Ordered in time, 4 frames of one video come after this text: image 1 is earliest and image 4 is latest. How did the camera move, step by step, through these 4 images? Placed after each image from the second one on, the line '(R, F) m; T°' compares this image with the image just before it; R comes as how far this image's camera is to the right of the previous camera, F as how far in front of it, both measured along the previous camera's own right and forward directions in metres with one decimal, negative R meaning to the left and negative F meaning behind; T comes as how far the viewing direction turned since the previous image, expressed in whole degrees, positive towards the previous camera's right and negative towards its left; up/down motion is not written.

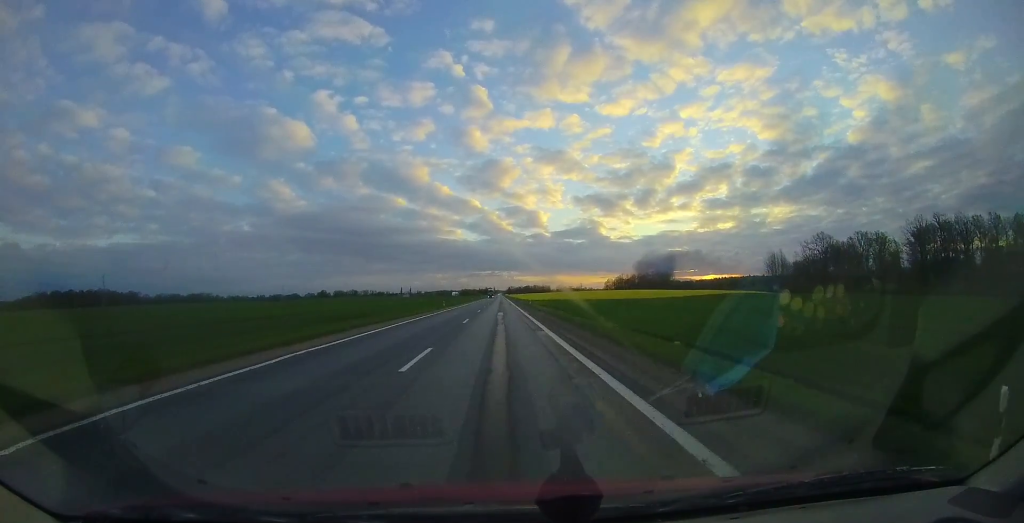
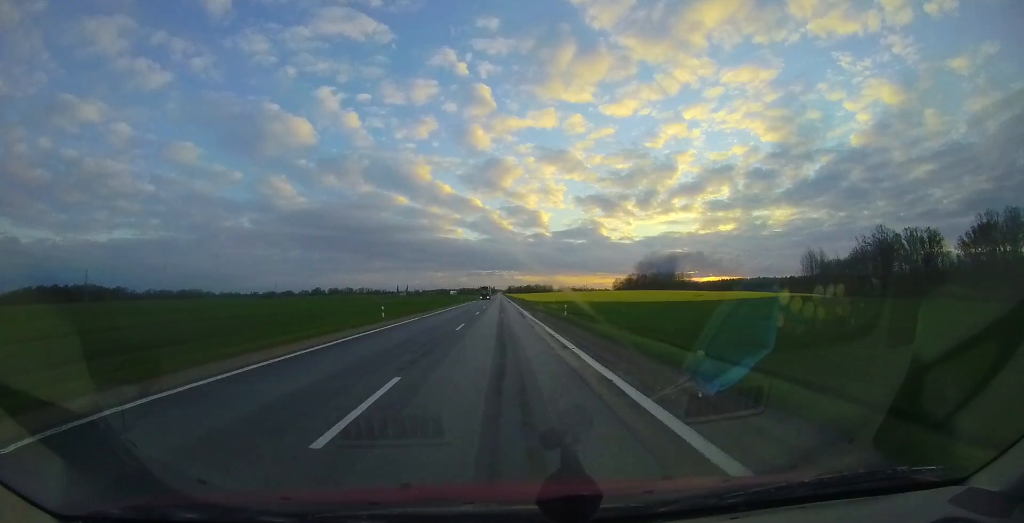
(0.0, +27.6) m; 0°
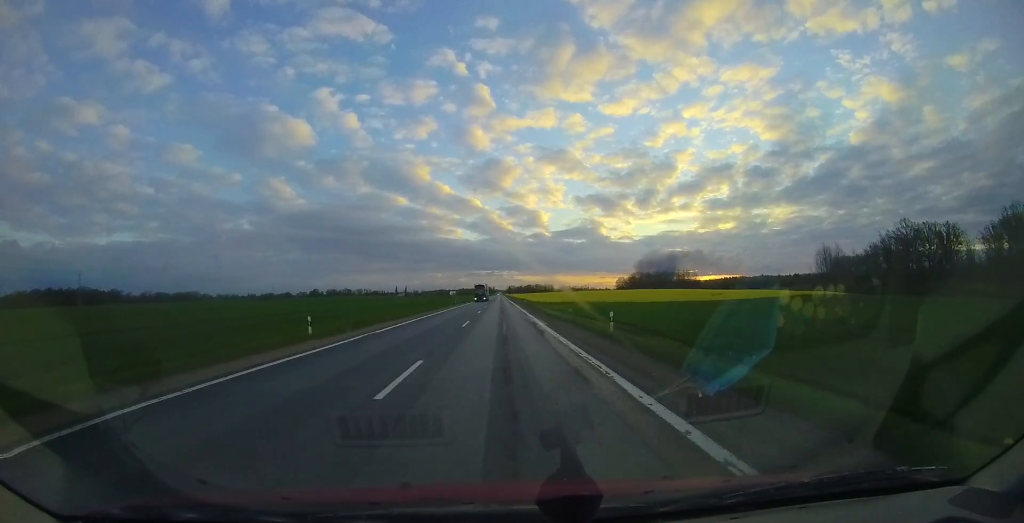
(0.0, +9.5) m; 0°
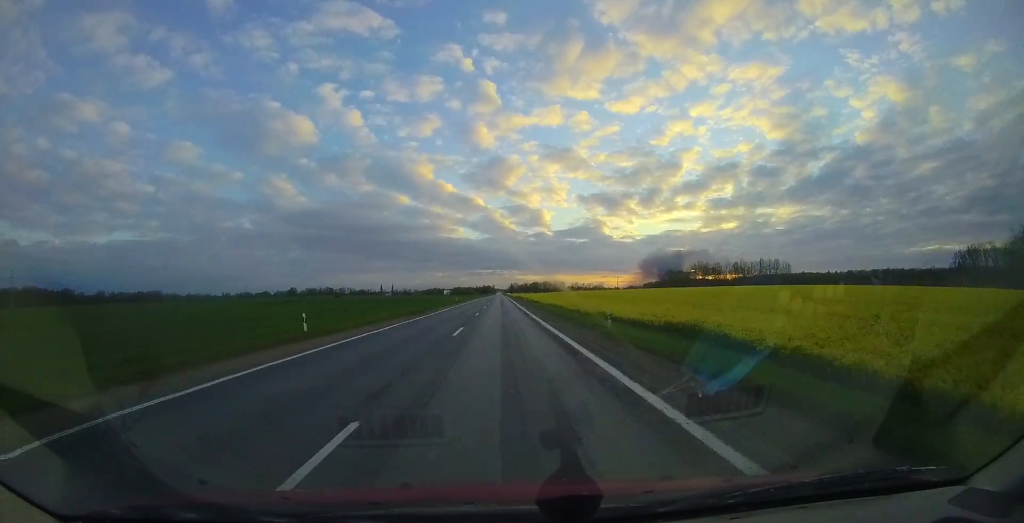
(-0.1, +98.5) m; 0°
